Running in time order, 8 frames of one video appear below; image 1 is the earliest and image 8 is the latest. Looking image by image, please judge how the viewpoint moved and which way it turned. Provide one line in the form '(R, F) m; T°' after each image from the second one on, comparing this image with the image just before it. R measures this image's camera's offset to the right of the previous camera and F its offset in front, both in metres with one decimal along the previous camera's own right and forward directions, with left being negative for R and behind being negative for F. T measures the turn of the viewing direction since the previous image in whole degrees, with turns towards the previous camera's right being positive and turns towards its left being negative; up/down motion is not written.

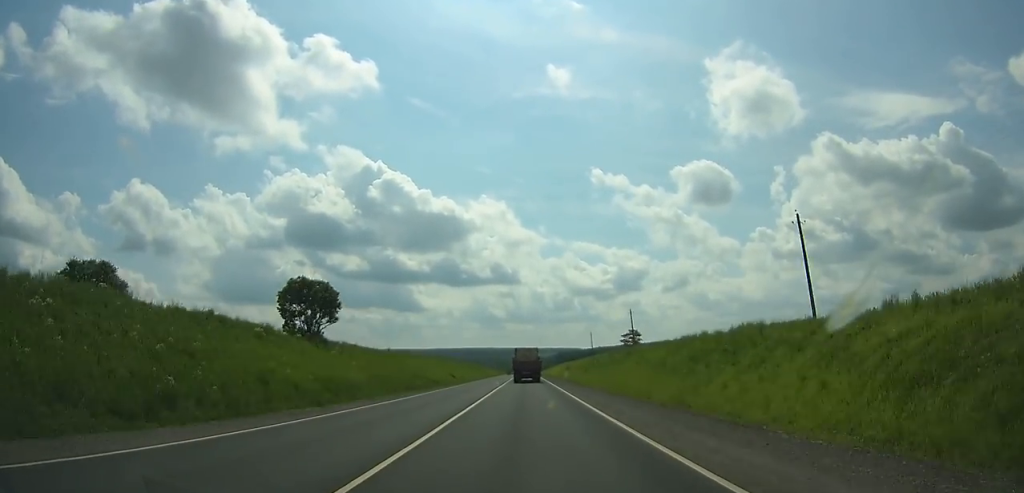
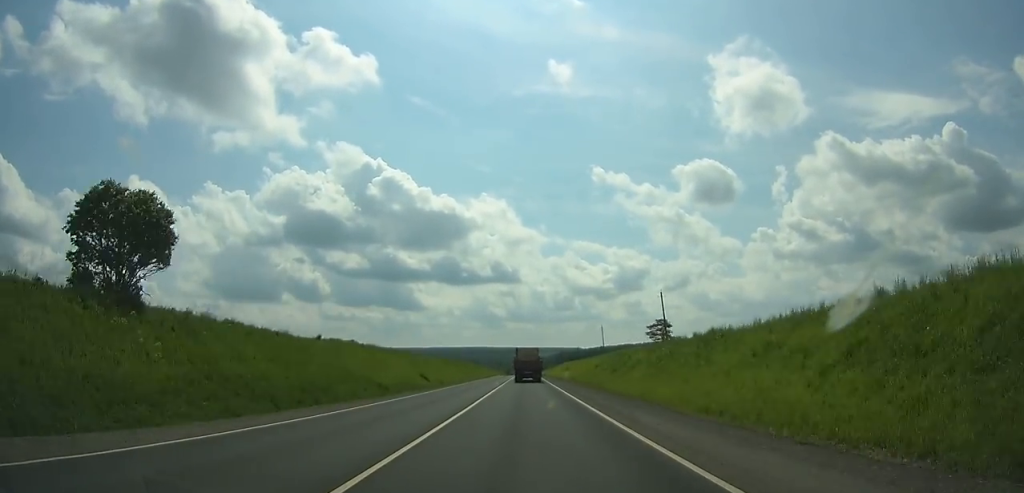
(0.0, +25.3) m; 0°
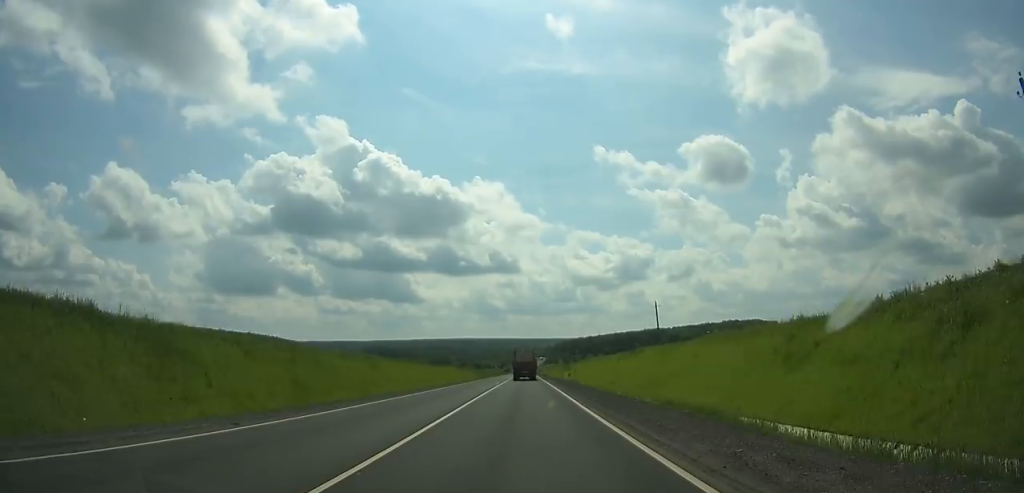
(-0.1, +206.0) m; 0°
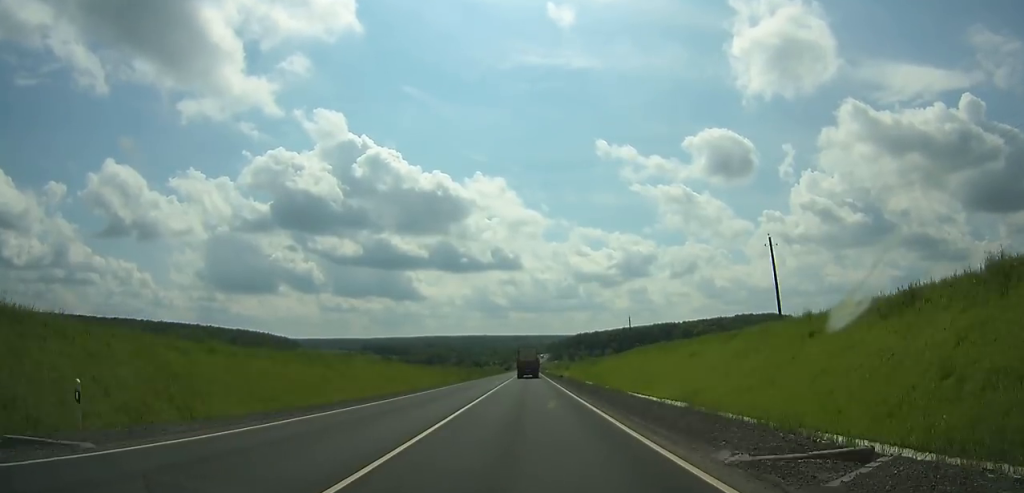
(0.0, +44.3) m; 0°
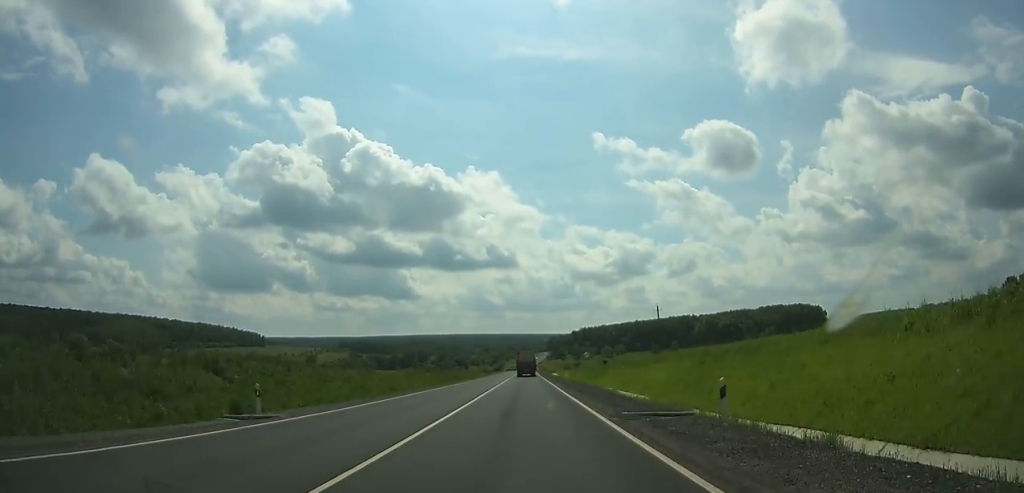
(0.0, +103.3) m; 0°
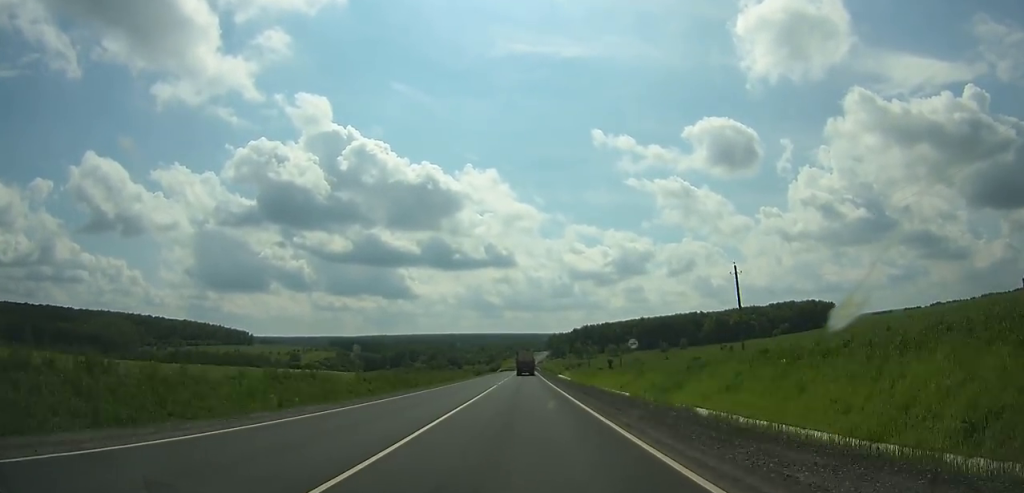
(0.0, +33.4) m; 0°
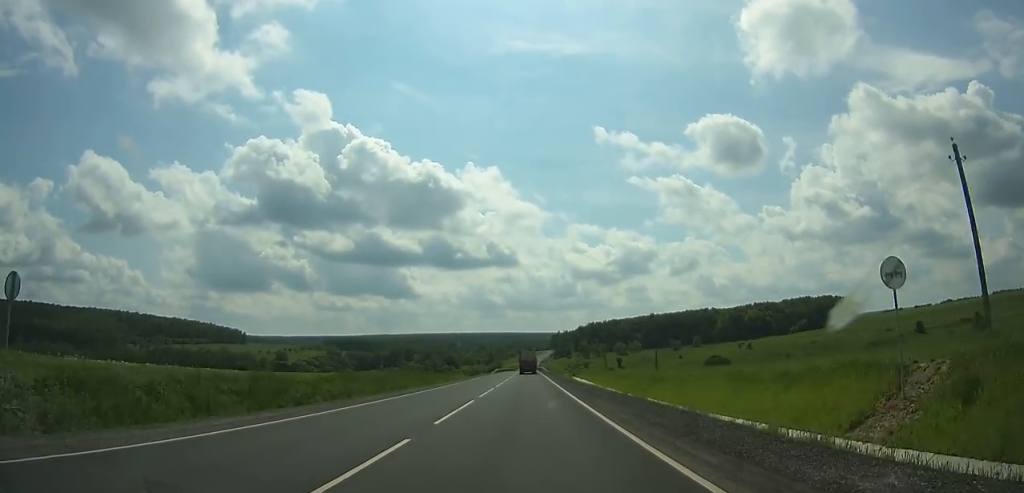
(0.0, +31.2) m; 0°
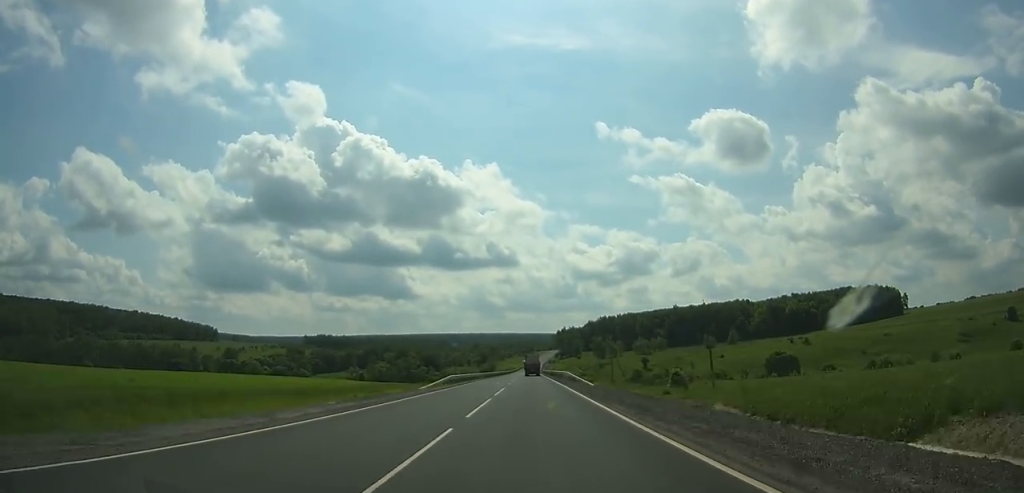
(-0.1, +82.2) m; 0°
